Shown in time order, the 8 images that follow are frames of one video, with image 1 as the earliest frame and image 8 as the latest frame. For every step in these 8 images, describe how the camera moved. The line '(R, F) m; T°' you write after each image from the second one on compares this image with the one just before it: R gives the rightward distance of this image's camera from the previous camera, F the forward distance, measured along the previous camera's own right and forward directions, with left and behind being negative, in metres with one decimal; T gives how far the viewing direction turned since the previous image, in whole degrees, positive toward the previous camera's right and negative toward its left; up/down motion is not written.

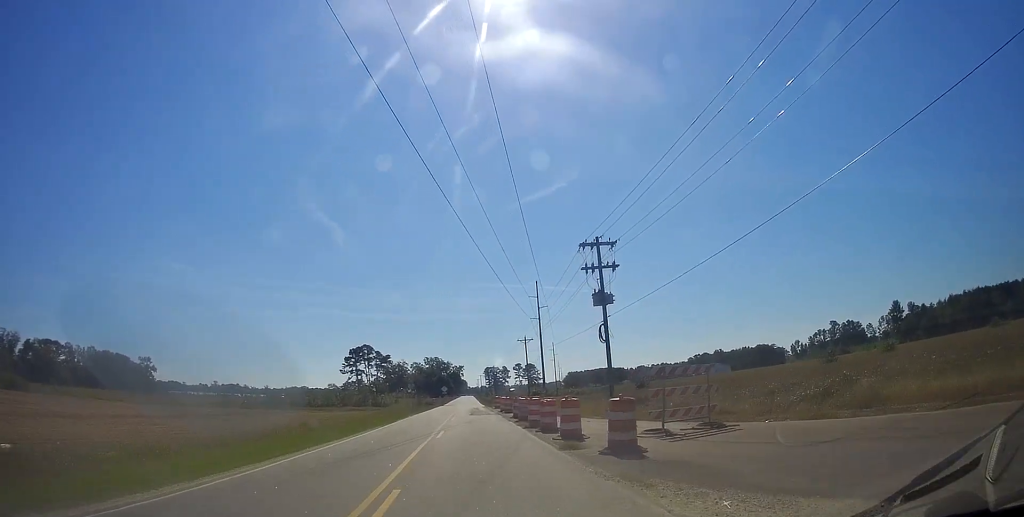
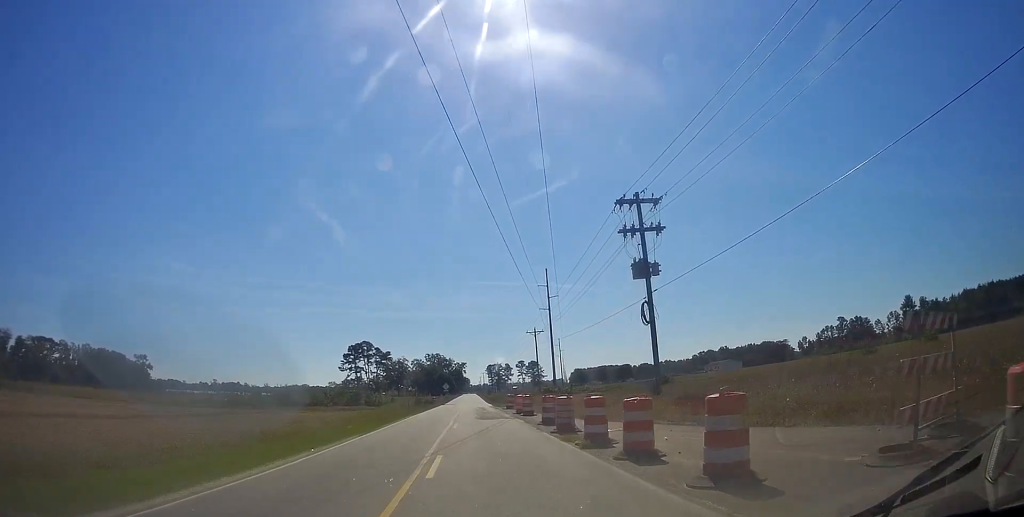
(-0.2, +8.3) m; 0°
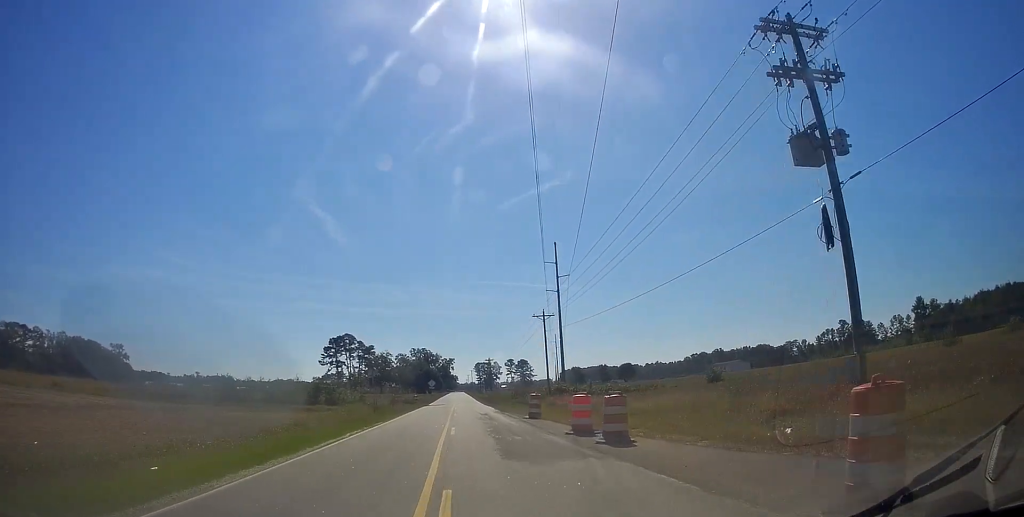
(0.0, +16.3) m; +1°
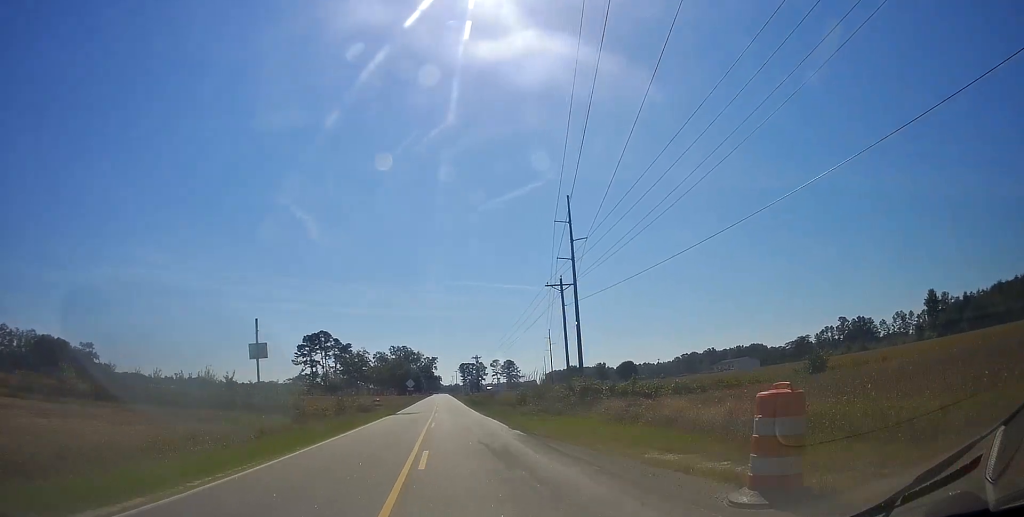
(+0.4, +19.0) m; +1°
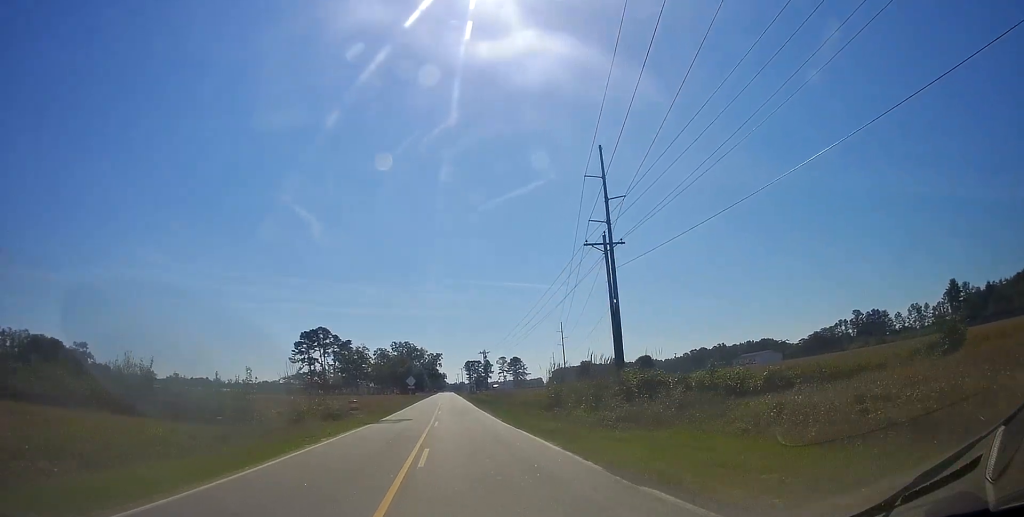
(-0.2, +11.8) m; 0°
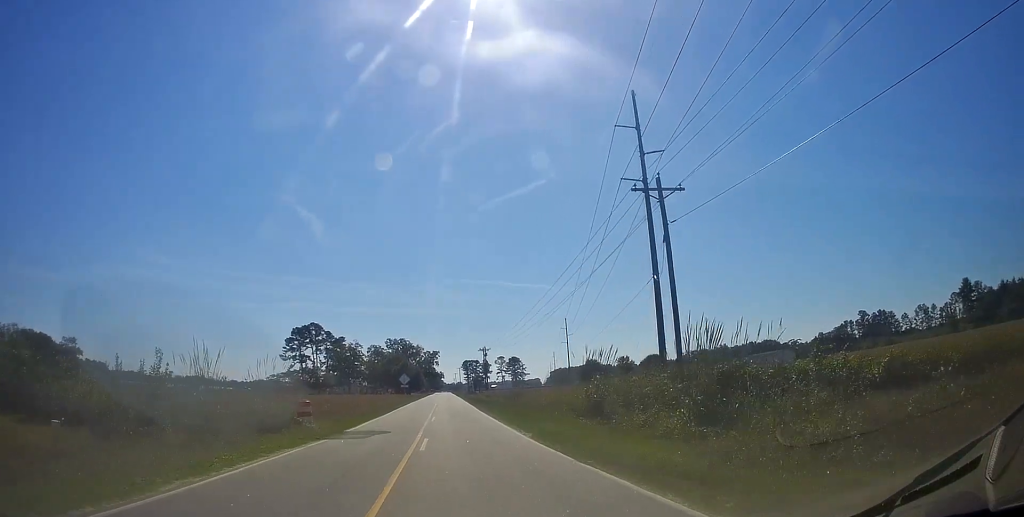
(-0.1, +9.2) m; +1°
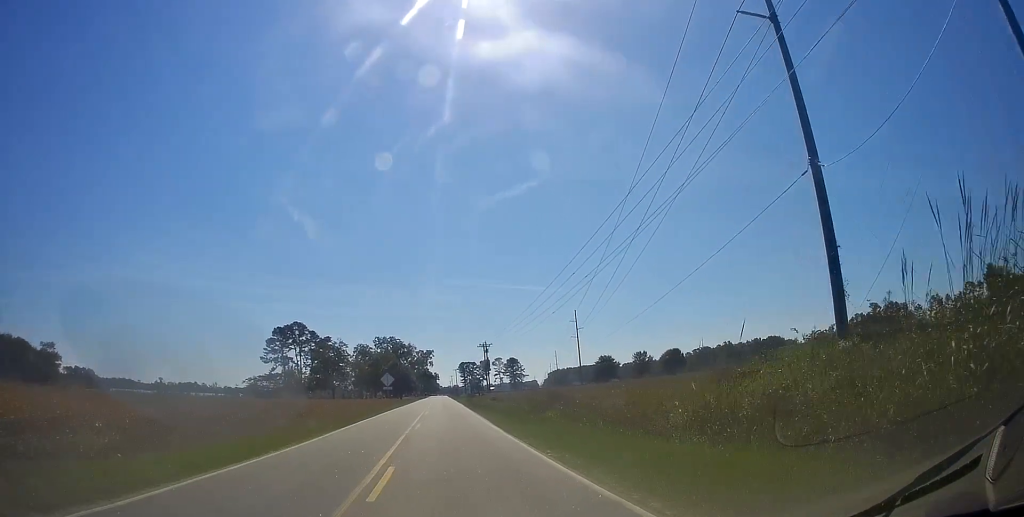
(+0.5, +17.9) m; +2°
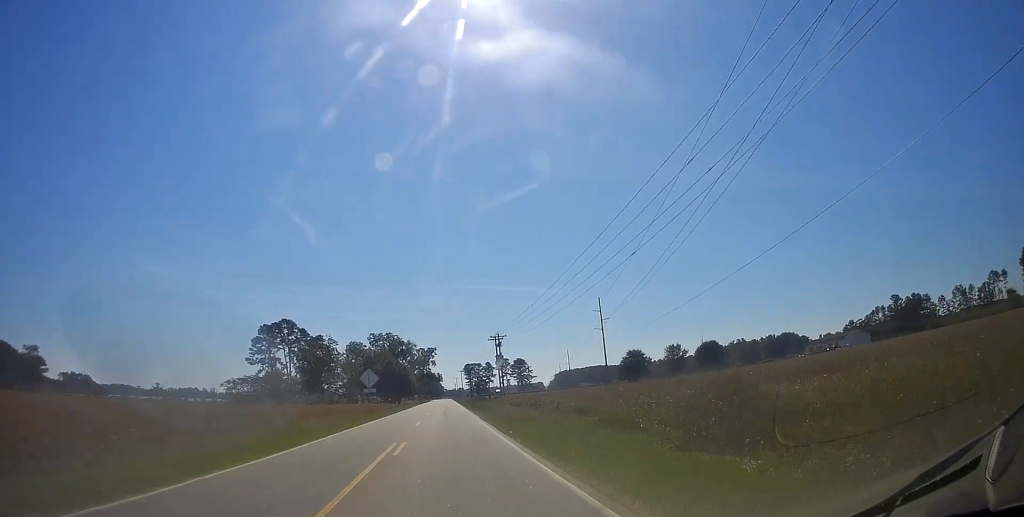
(0.0, +18.8) m; 0°
